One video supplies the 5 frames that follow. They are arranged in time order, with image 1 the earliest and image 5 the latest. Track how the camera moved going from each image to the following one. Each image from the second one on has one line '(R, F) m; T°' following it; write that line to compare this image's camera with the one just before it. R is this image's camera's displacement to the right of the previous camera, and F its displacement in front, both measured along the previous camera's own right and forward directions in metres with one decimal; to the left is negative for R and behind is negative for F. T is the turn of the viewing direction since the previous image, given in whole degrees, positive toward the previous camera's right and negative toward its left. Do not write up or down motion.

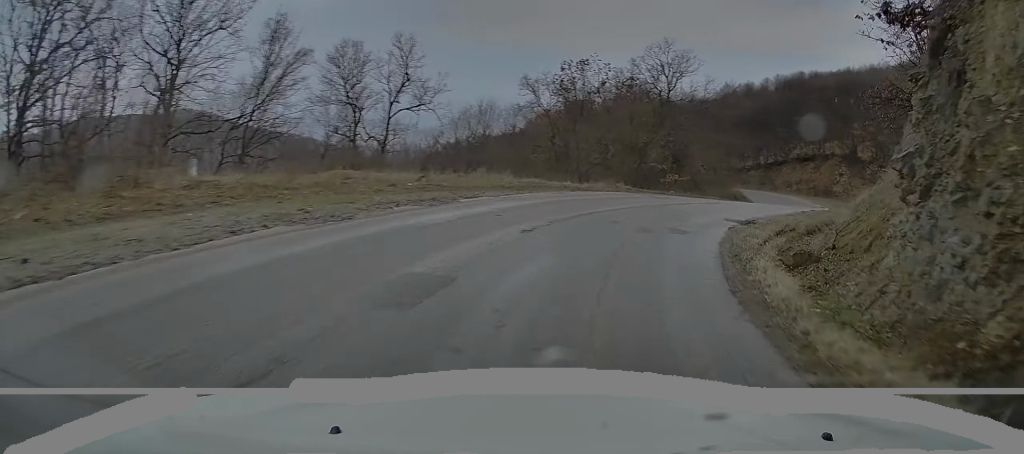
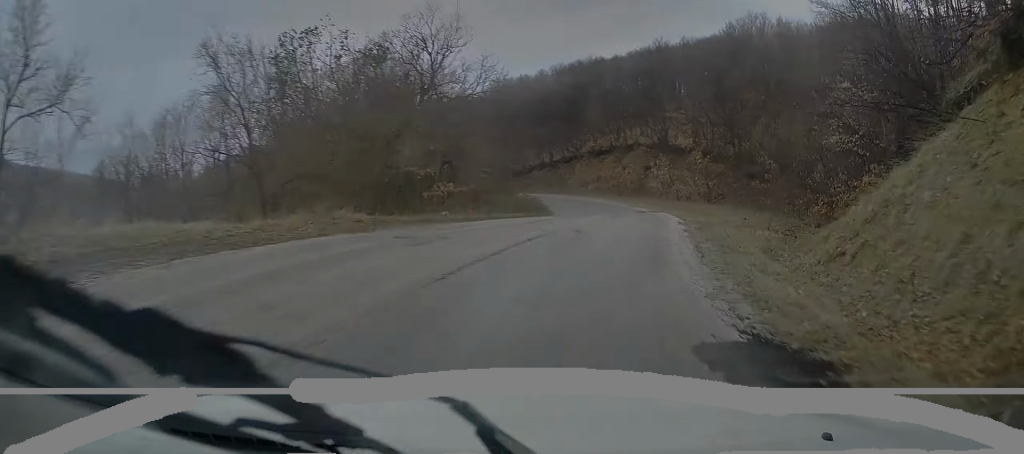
(+3.1, +15.8) m; +18°
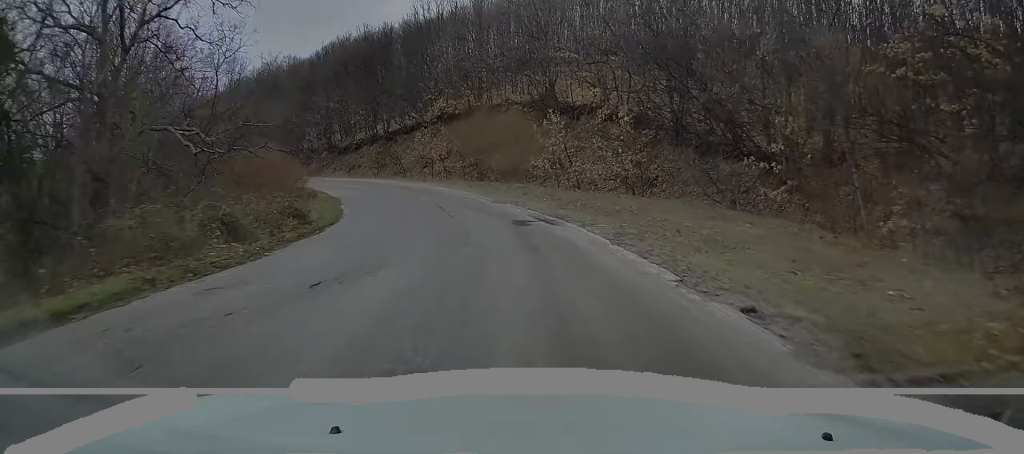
(+2.8, +24.8) m; +6°
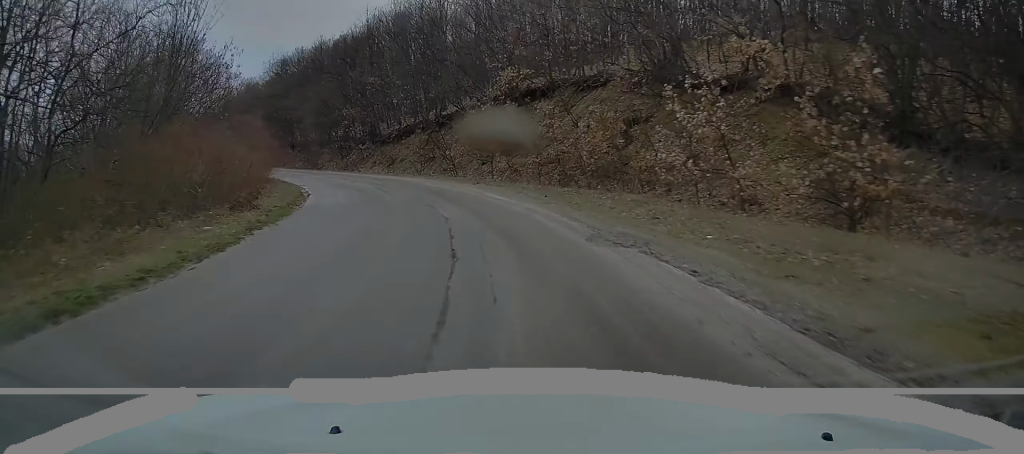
(-0.4, +16.0) m; -5°
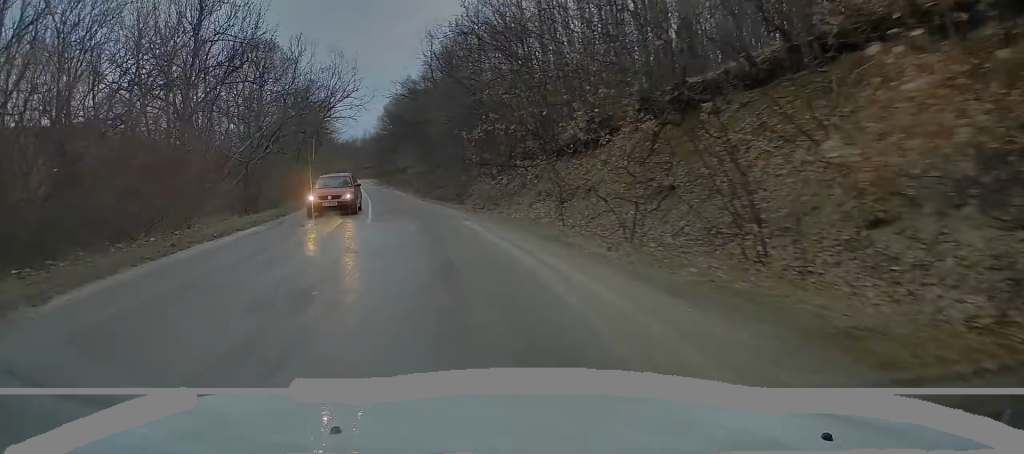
(-3.6, +25.9) m; -17°
